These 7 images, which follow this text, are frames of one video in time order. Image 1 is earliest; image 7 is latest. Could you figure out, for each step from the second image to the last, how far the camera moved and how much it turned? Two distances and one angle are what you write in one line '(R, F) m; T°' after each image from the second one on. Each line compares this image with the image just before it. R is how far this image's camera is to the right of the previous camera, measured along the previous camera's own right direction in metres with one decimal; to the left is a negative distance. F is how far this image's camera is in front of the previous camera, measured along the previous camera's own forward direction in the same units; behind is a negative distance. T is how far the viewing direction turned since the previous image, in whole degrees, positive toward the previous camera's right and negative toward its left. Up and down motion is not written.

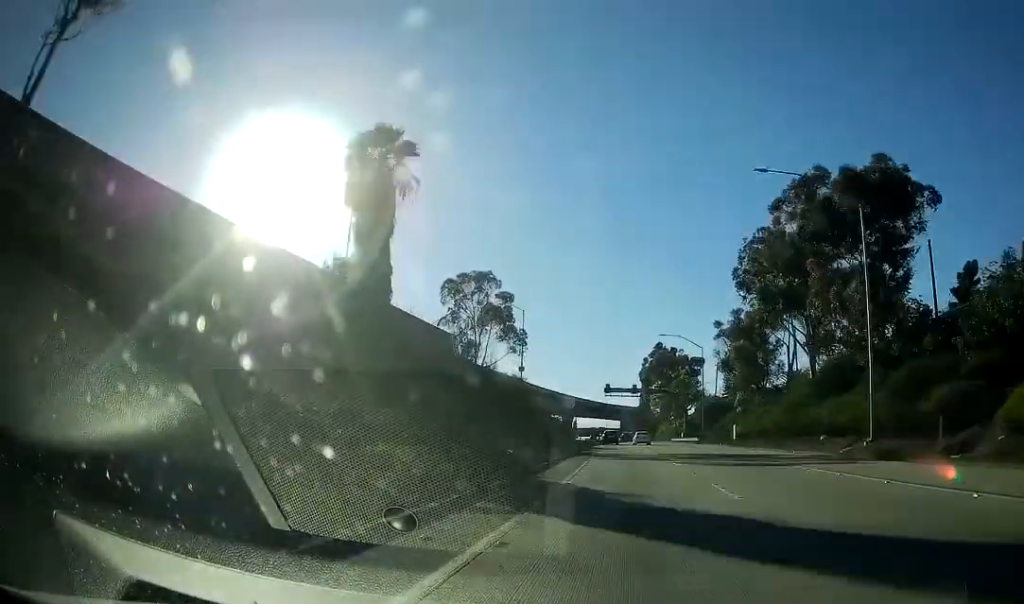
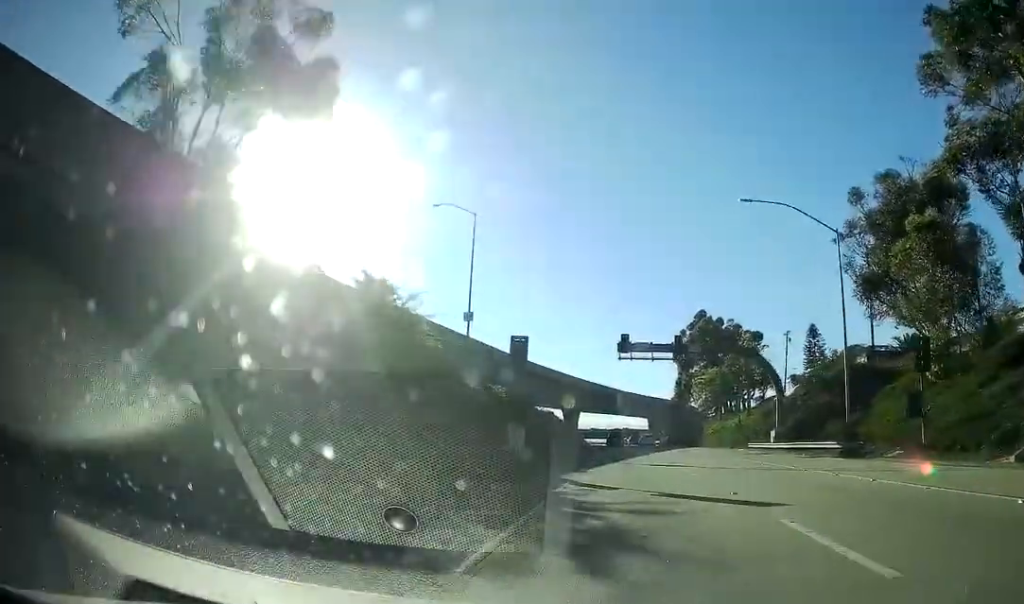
(+0.1, +52.3) m; 0°
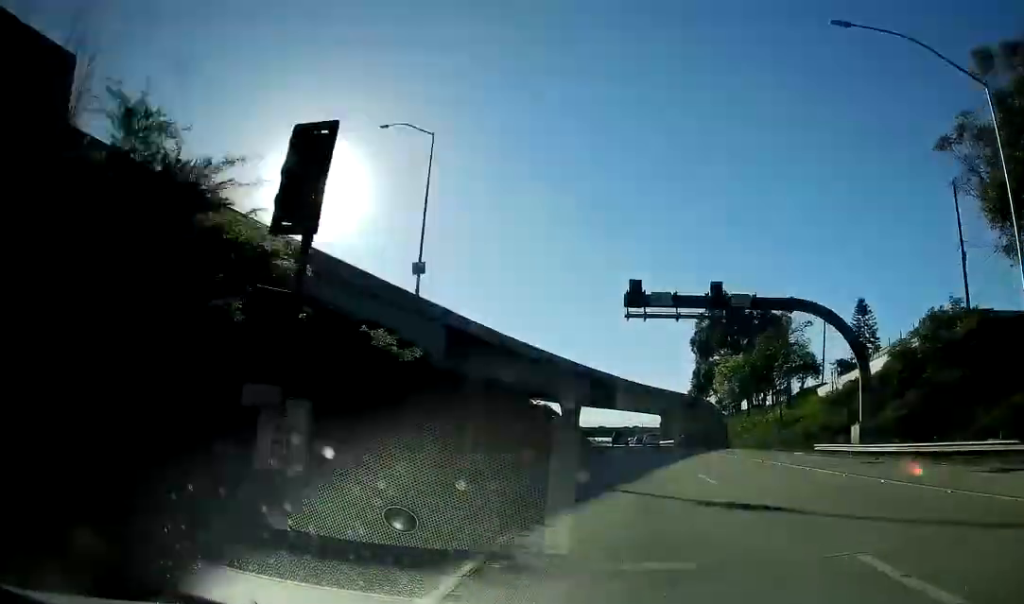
(-0.1, +17.2) m; 0°
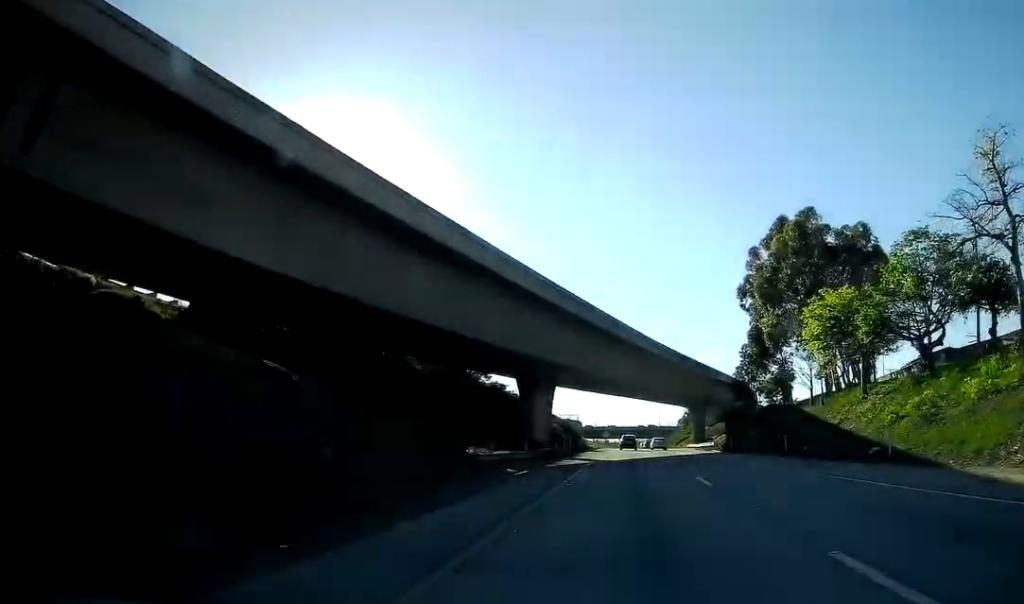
(-0.3, +43.8) m; -1°
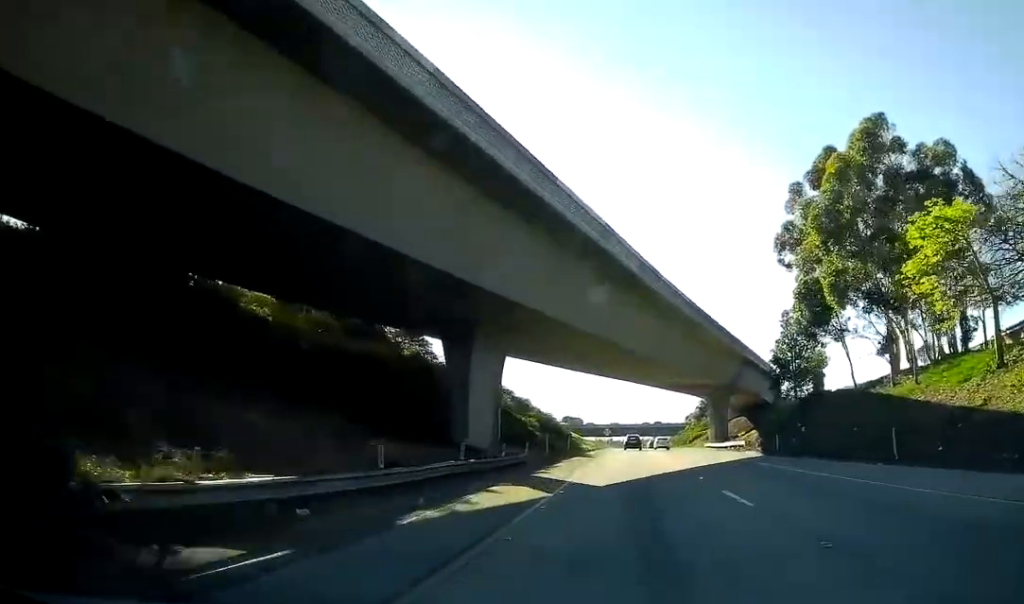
(0.0, +20.3) m; -1°
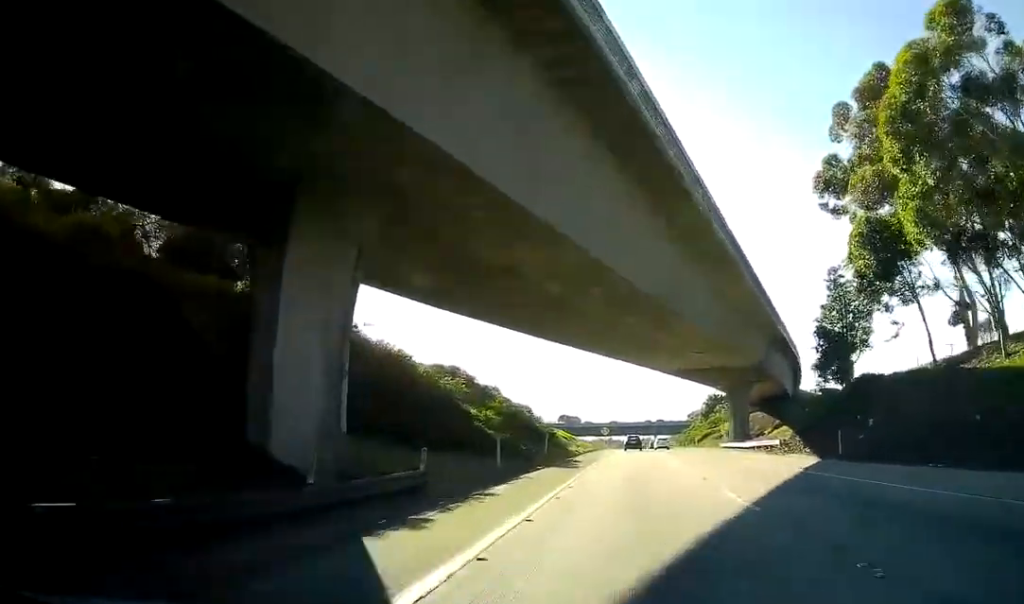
(-0.2, +14.7) m; 0°
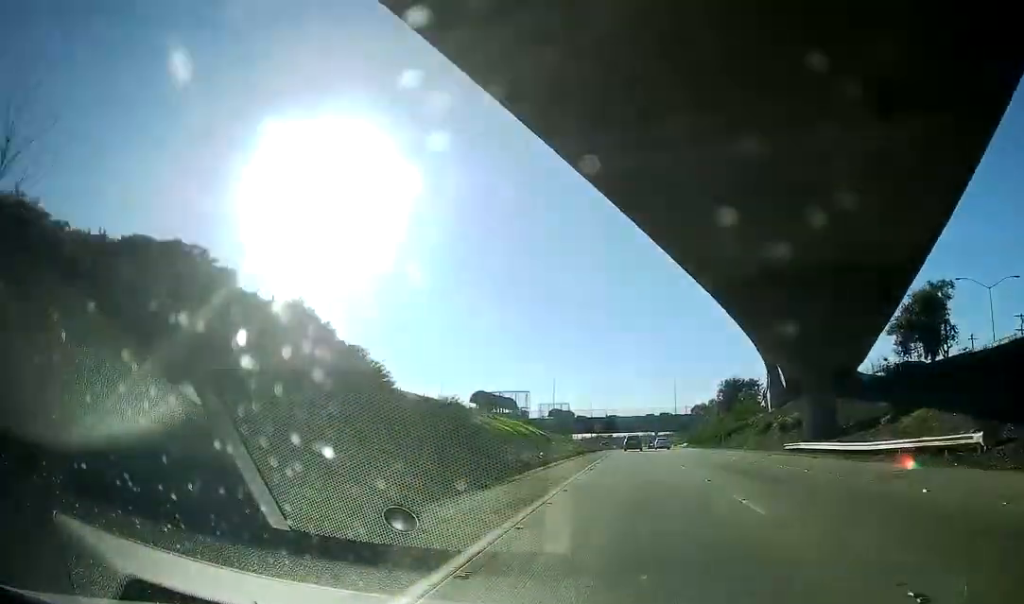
(0.0, +30.9) m; +1°
